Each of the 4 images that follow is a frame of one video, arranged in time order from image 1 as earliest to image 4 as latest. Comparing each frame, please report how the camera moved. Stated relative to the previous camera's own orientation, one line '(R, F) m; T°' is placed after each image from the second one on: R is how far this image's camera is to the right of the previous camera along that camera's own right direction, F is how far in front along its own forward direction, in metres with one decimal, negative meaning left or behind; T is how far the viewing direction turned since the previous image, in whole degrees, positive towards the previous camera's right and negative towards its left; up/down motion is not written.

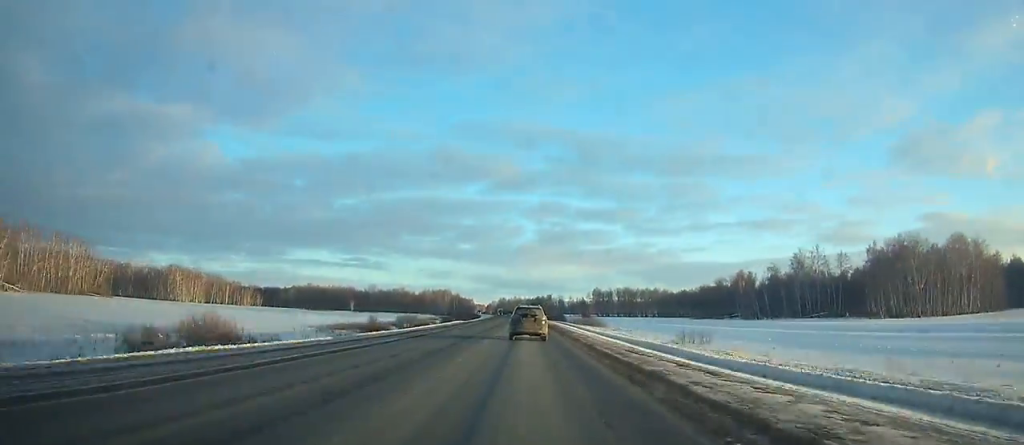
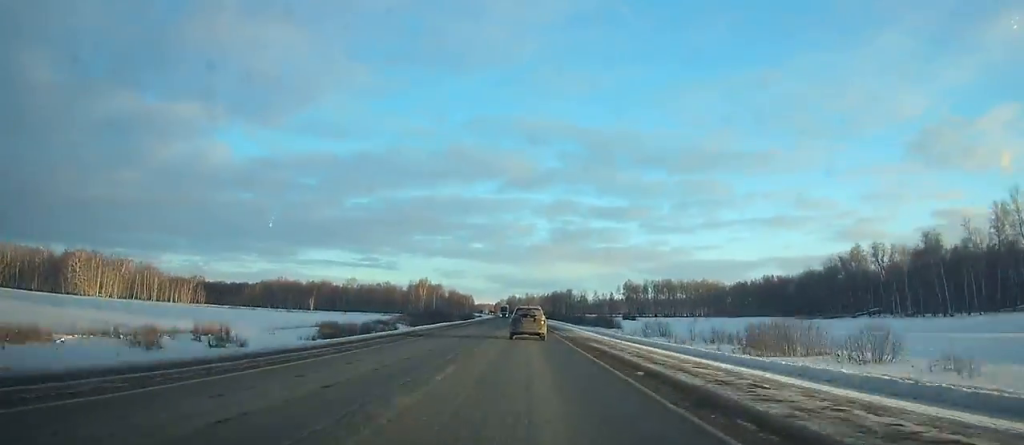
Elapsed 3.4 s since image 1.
(-1.4, +97.9) m; -1°
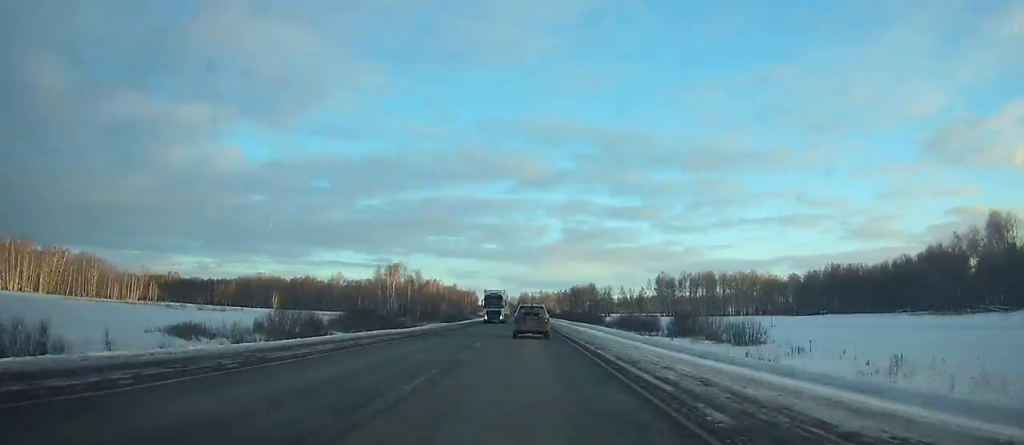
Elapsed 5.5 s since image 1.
(-0.3, +61.5) m; -1°
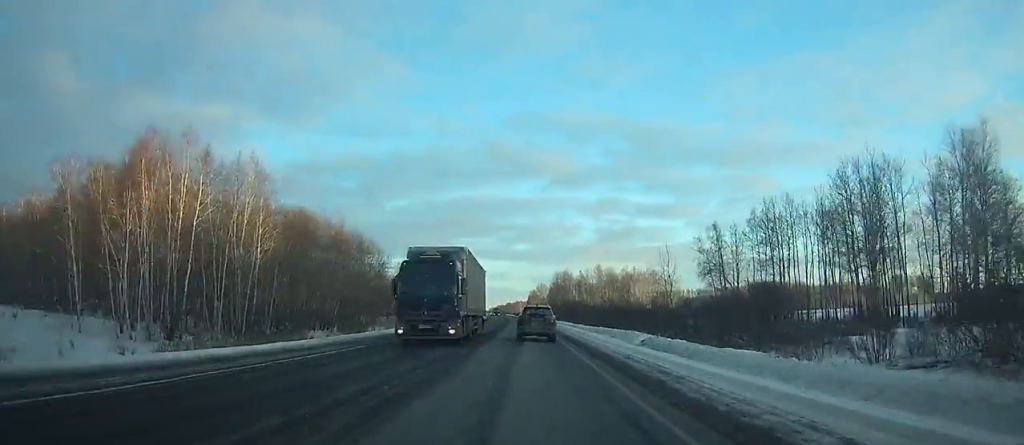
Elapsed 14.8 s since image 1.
(-9.8, +267.9) m; -7°
